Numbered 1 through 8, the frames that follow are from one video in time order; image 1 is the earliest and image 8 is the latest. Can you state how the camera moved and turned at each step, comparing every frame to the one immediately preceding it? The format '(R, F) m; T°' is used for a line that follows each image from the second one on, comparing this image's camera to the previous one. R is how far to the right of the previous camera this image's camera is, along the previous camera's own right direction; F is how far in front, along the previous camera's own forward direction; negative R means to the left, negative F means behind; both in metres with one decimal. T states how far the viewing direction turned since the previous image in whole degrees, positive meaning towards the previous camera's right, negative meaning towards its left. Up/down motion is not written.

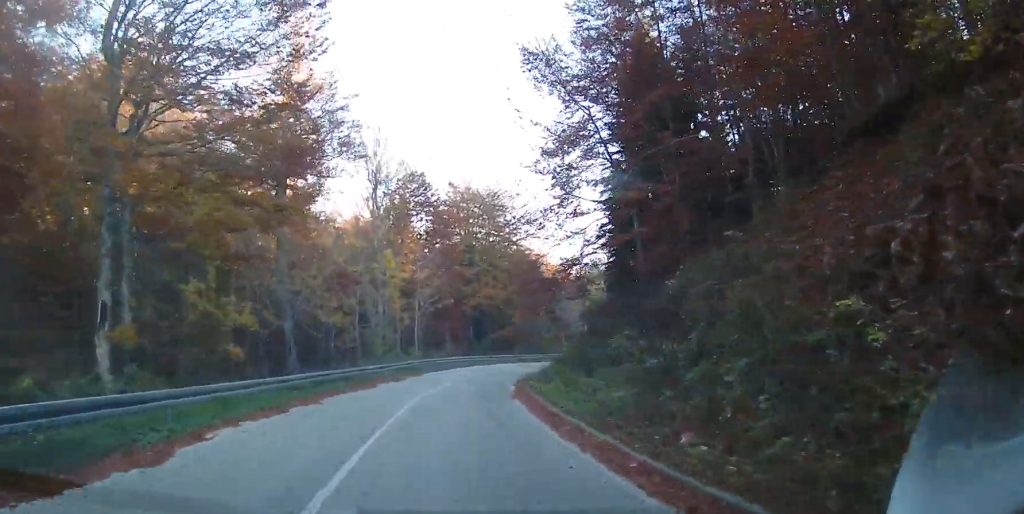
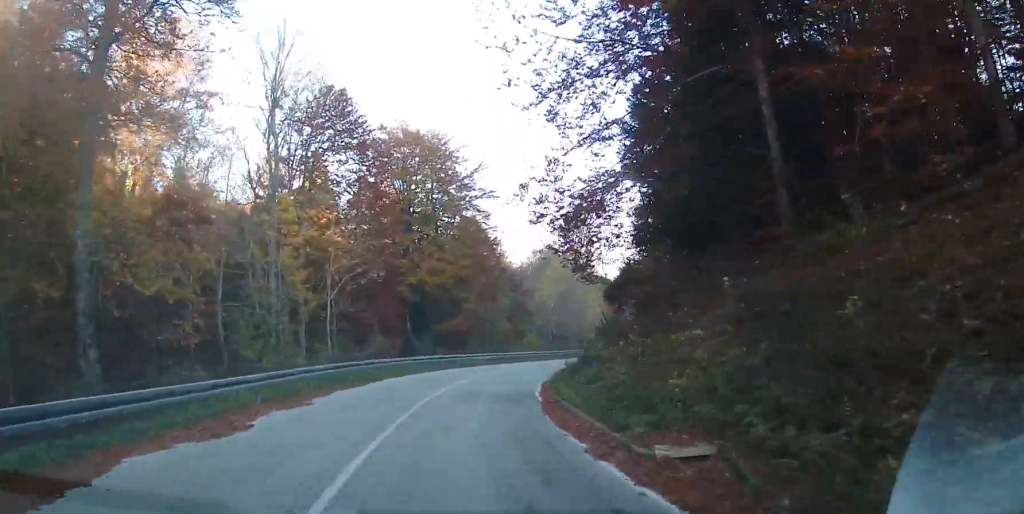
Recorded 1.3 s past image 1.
(+1.0, +19.3) m; +6°
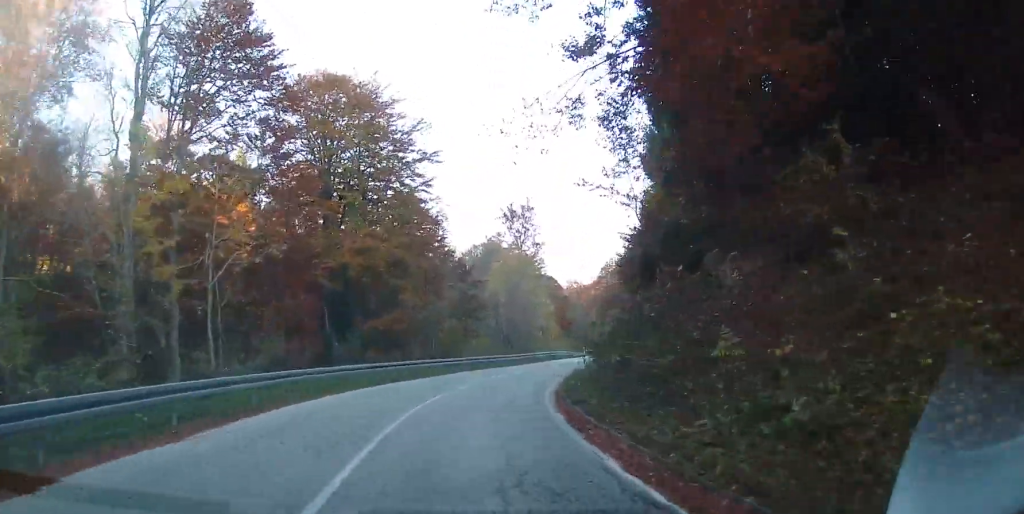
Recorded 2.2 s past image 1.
(+0.4, +12.1) m; +6°
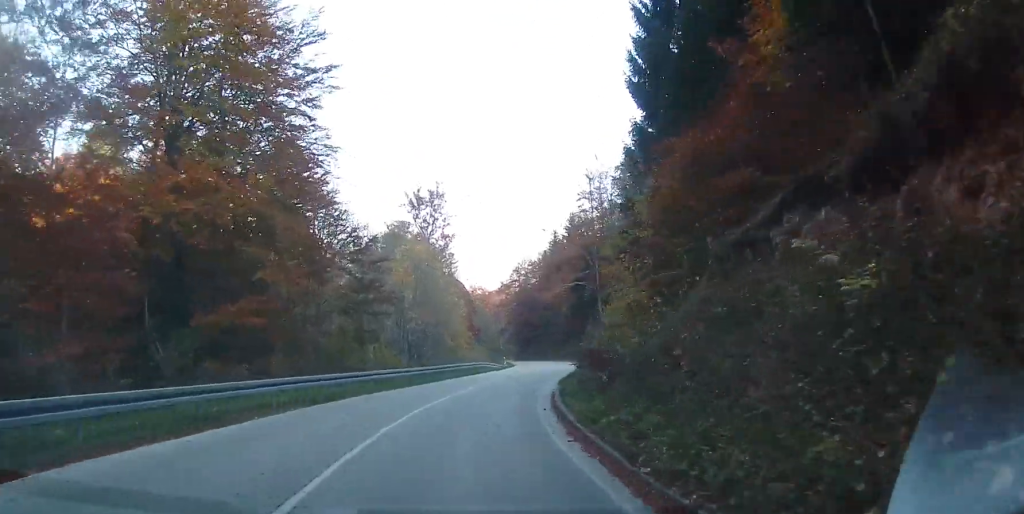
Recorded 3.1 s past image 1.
(+0.9, +14.0) m; +9°
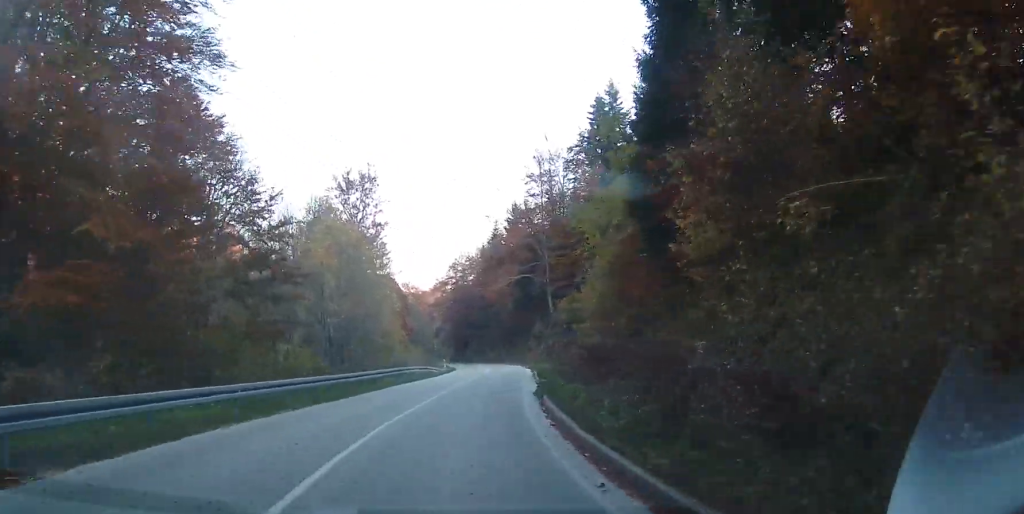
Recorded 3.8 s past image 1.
(+0.6, +9.3) m; +6°
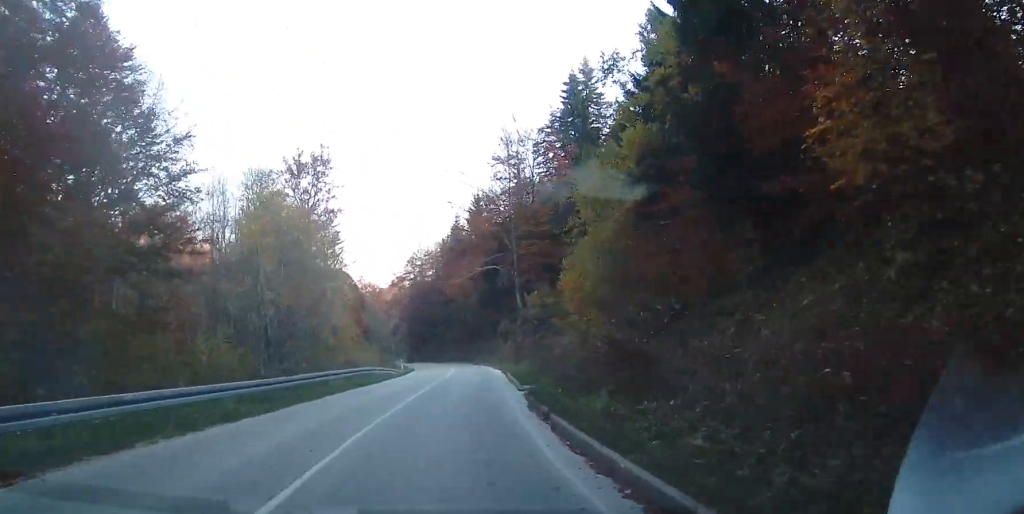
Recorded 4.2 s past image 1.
(+0.3, +6.4) m; +2°
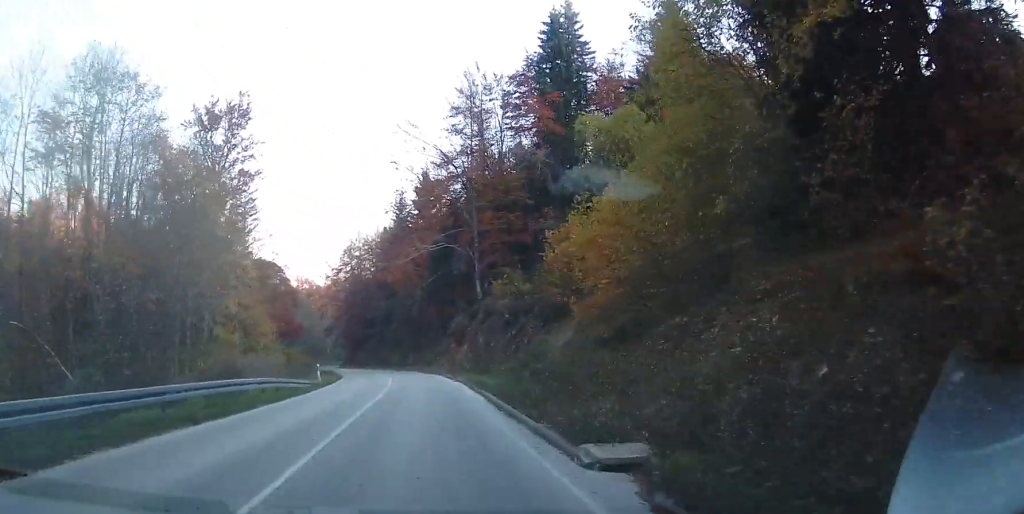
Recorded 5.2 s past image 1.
(+0.6, +14.4) m; +3°
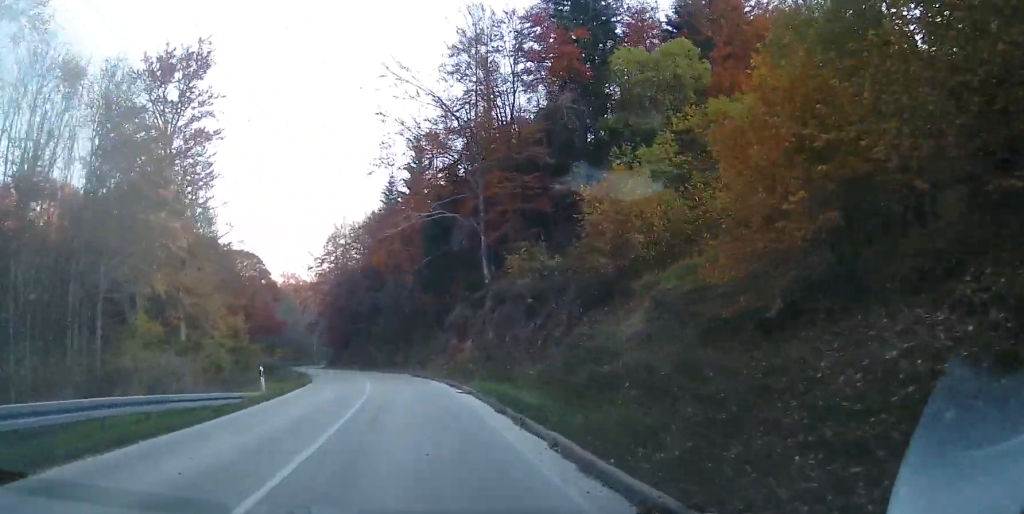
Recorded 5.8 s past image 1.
(+0.4, +9.9) m; 0°
